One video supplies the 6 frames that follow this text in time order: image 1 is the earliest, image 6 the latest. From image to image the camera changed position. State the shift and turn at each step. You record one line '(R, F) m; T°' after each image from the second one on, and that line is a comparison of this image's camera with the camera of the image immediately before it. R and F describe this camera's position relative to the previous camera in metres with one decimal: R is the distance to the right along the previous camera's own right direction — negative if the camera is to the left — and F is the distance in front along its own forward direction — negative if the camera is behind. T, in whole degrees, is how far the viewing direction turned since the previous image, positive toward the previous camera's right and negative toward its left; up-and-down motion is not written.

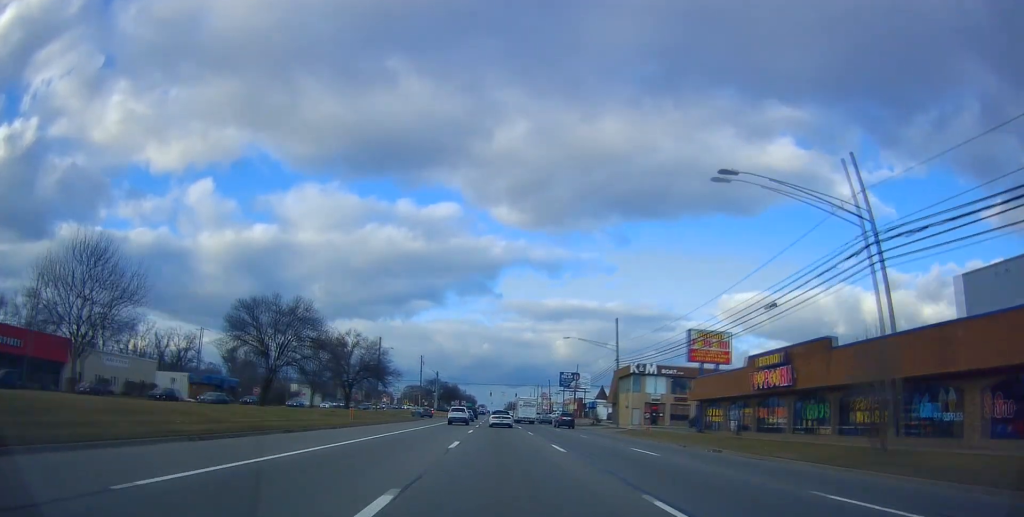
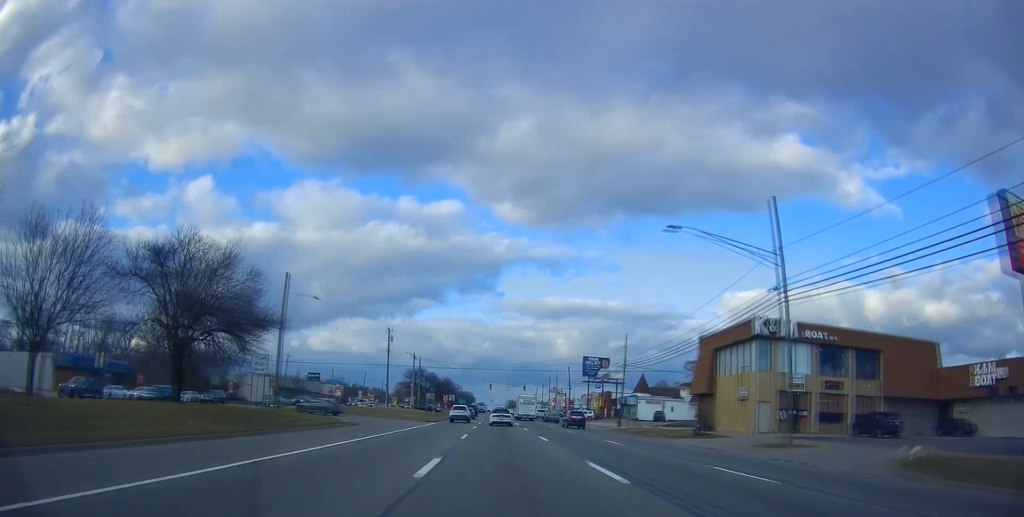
(-0.6, +39.3) m; -1°
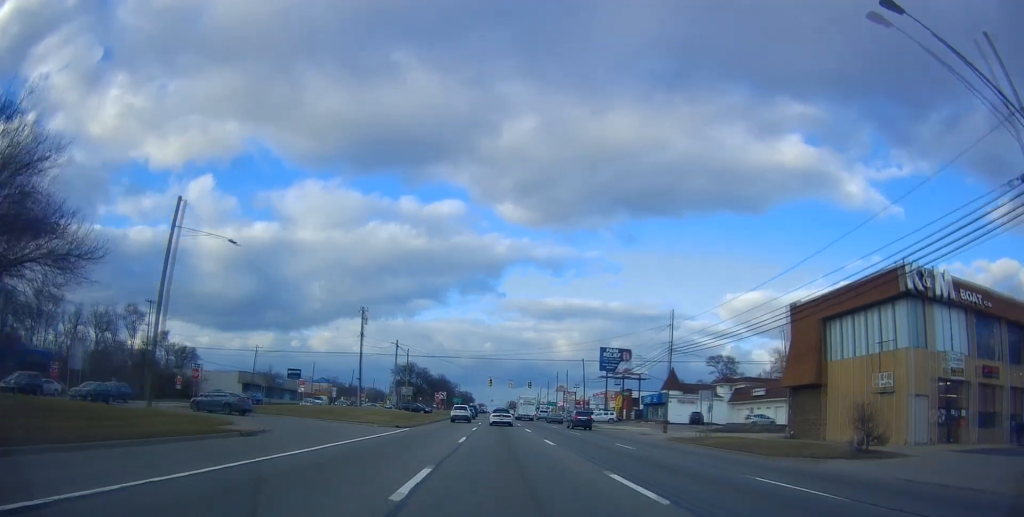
(+0.2, +17.9) m; +1°
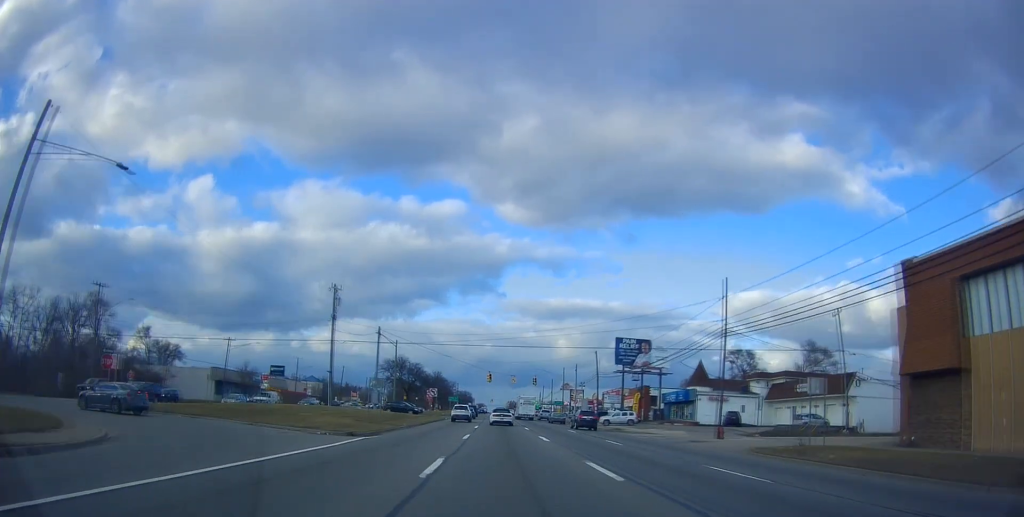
(+0.2, +12.4) m; +1°
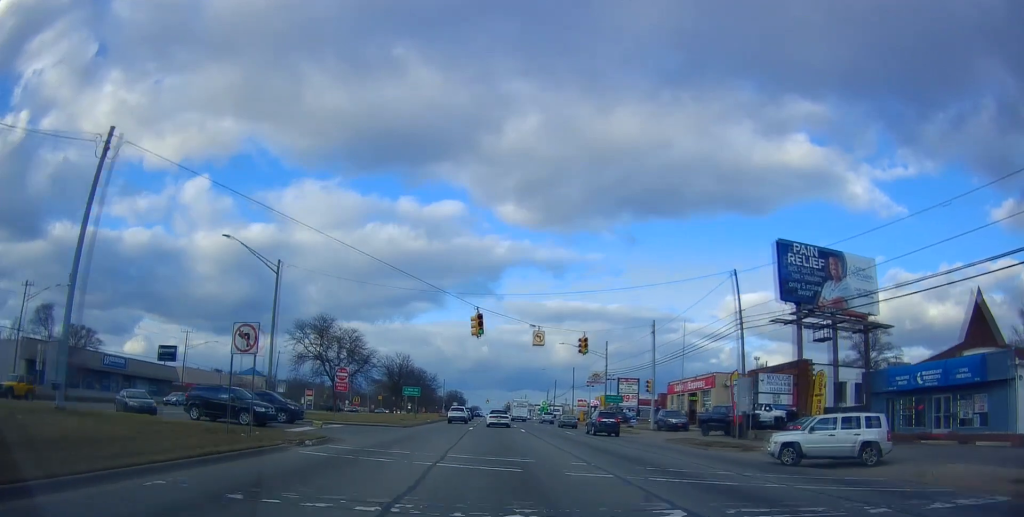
(-0.7, +50.9) m; 0°
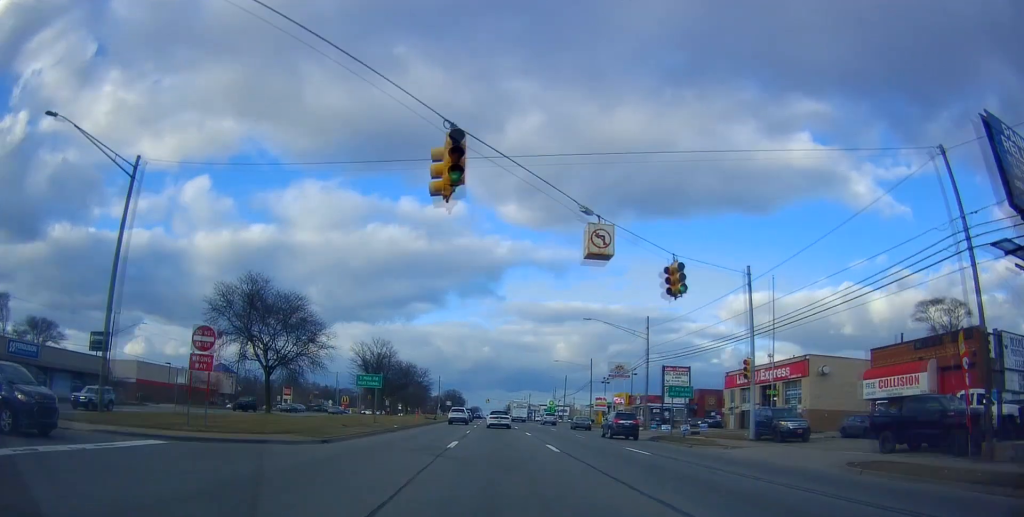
(+0.1, +19.7) m; -1°
